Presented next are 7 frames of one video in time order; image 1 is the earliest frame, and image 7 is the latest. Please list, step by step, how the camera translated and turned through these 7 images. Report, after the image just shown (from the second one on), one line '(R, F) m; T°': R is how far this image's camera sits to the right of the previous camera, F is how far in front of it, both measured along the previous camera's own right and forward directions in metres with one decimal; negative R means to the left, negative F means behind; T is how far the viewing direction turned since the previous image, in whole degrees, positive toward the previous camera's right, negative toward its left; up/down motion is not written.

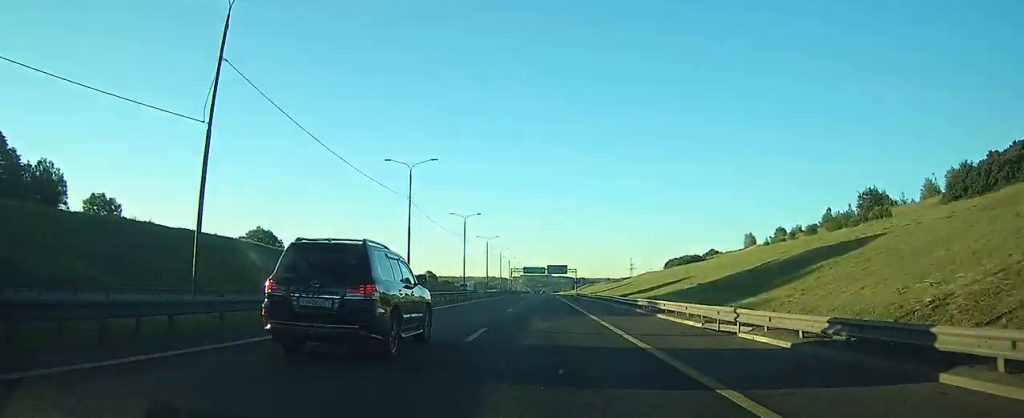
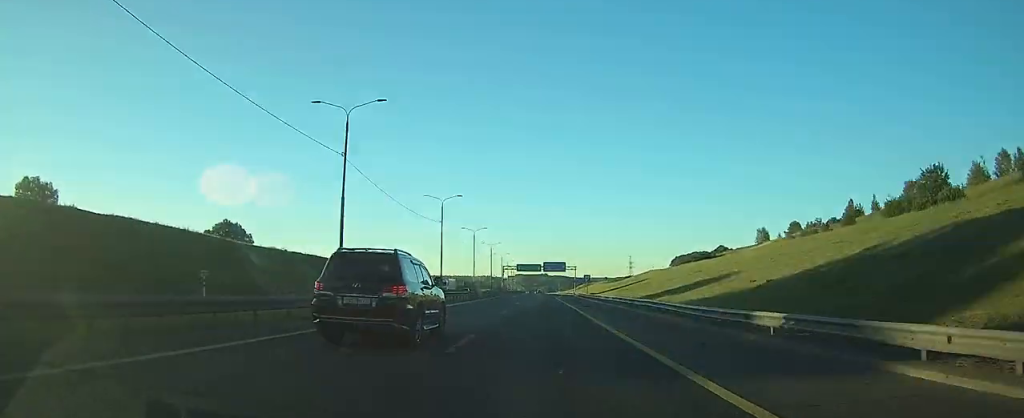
(0.0, +19.1) m; 0°
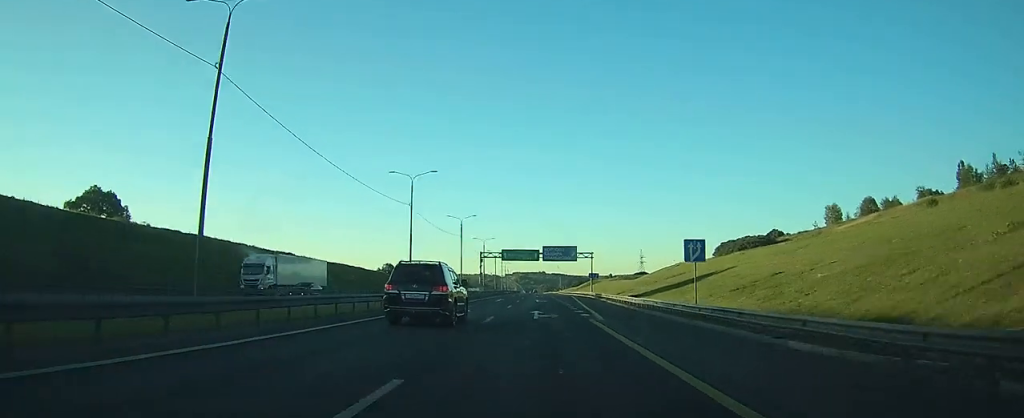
(+0.6, +61.7) m; +1°
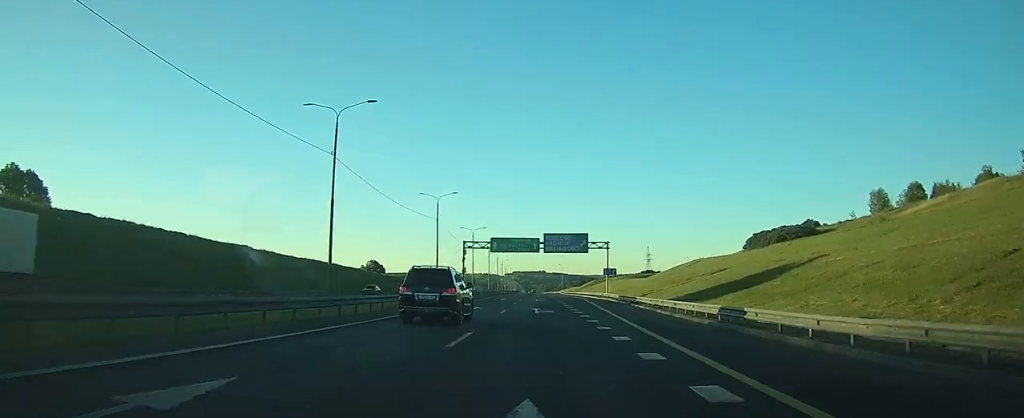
(-0.1, +27.6) m; 0°
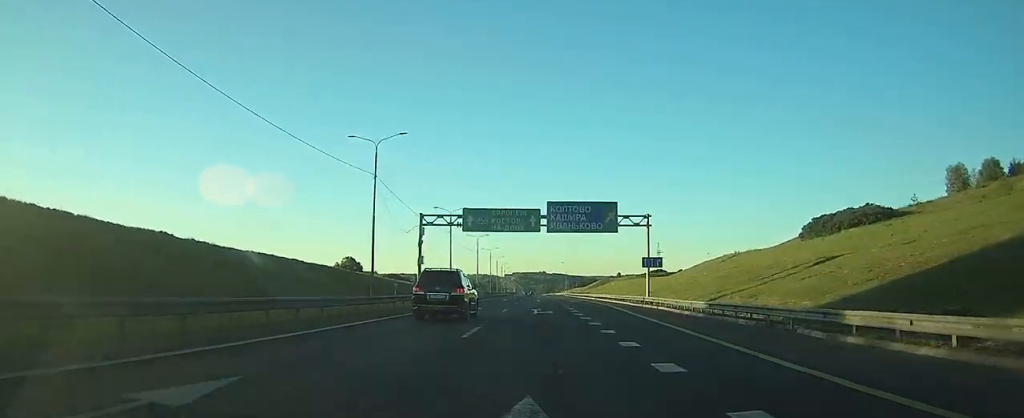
(0.0, +33.4) m; 0°
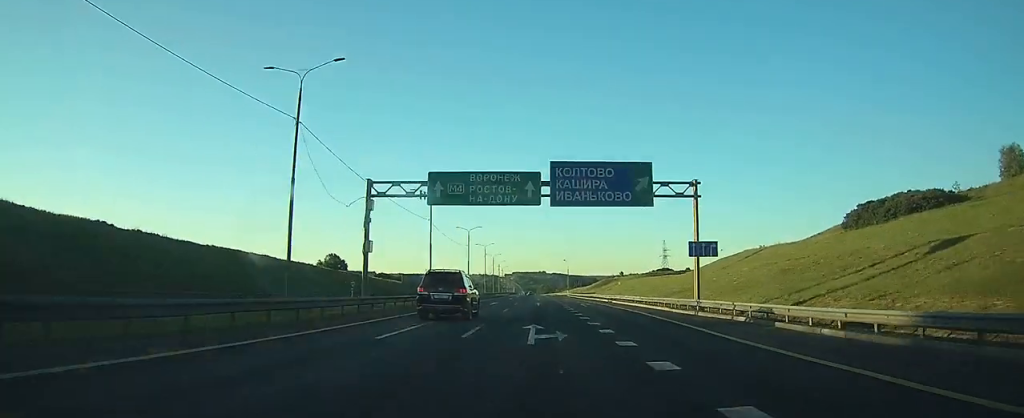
(0.0, +16.6) m; 0°
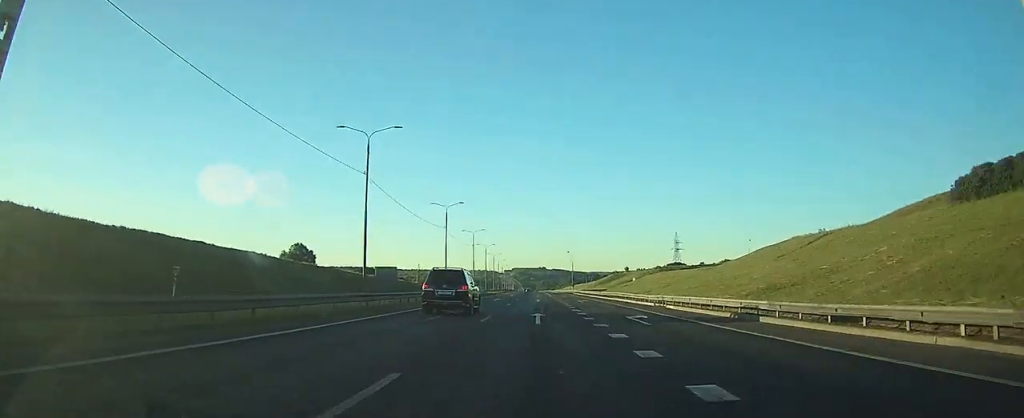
(0.0, +24.2) m; 0°
